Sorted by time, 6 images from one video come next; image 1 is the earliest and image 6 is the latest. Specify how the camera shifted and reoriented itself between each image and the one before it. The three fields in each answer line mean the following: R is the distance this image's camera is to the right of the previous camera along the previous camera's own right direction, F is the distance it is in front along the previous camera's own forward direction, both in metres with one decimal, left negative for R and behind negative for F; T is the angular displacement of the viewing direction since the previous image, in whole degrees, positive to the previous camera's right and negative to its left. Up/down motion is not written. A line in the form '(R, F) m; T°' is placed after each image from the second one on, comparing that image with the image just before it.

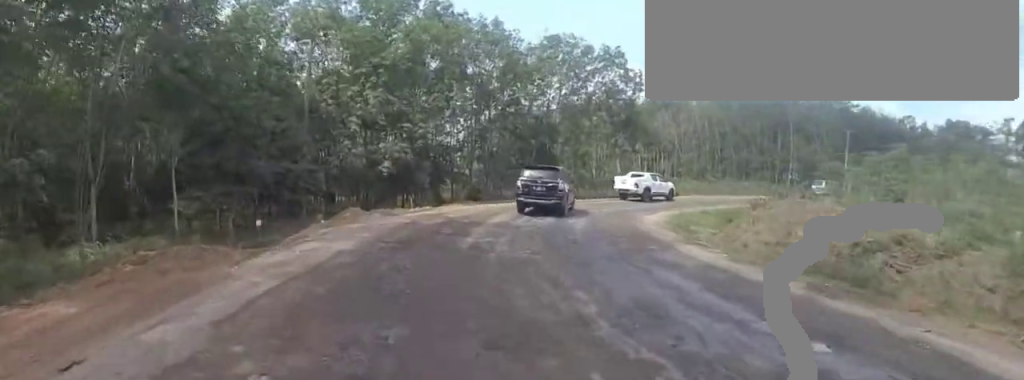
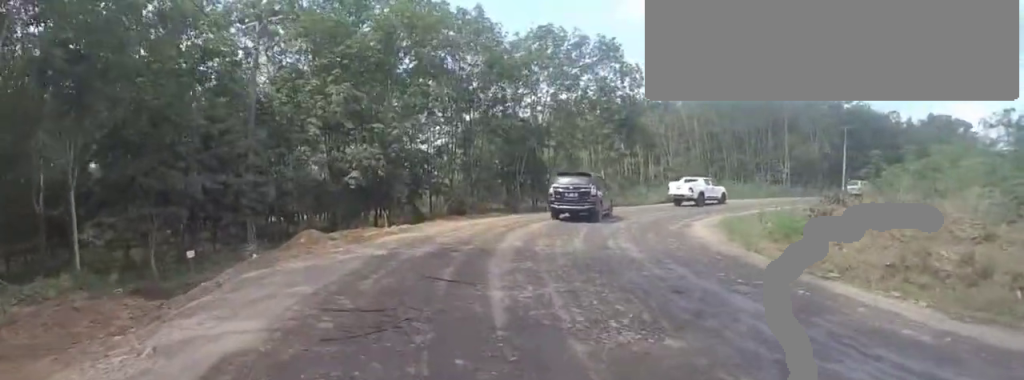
(+0.1, +4.6) m; 0°
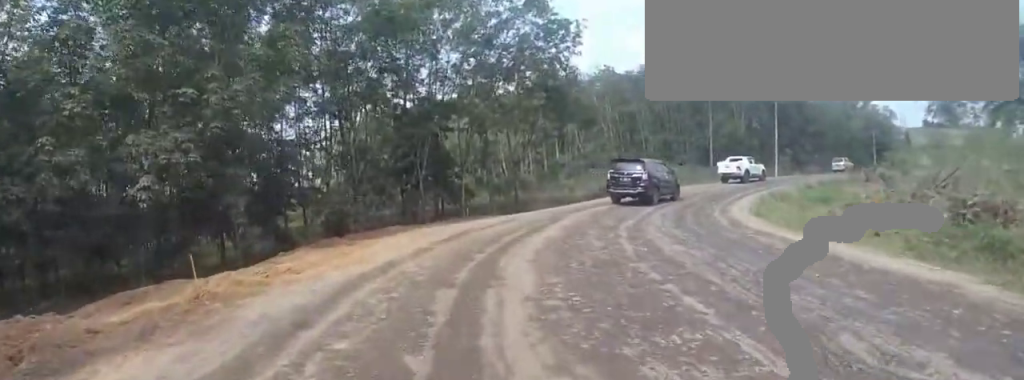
(+1.0, +8.7) m; +17°
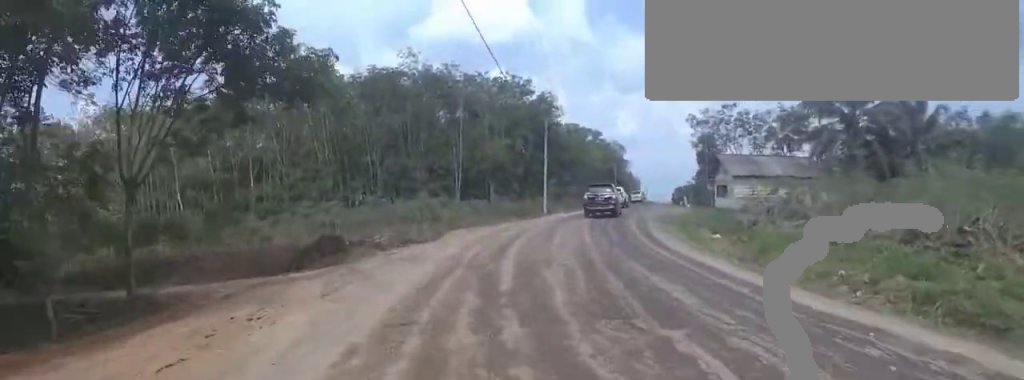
(+1.0, +14.5) m; +27°
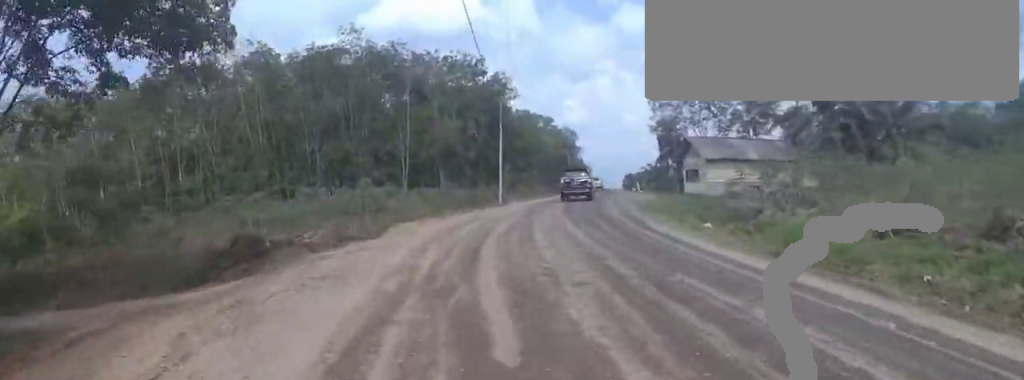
(+0.7, +3.2) m; +8°
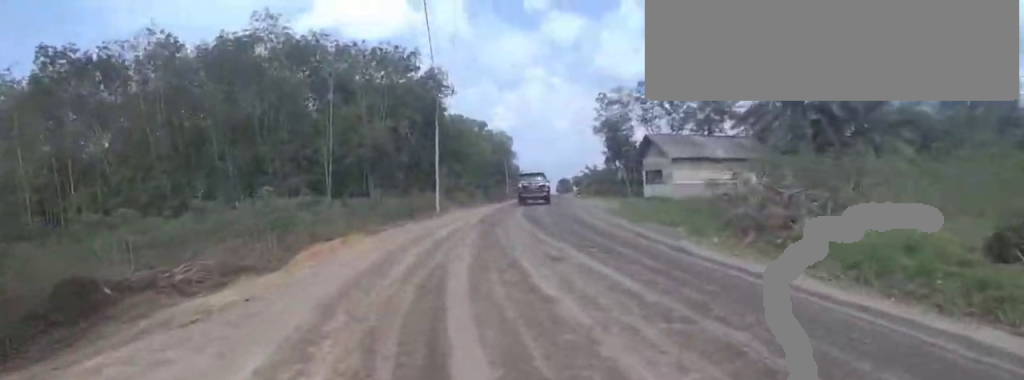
(+0.7, +4.8) m; +6°
